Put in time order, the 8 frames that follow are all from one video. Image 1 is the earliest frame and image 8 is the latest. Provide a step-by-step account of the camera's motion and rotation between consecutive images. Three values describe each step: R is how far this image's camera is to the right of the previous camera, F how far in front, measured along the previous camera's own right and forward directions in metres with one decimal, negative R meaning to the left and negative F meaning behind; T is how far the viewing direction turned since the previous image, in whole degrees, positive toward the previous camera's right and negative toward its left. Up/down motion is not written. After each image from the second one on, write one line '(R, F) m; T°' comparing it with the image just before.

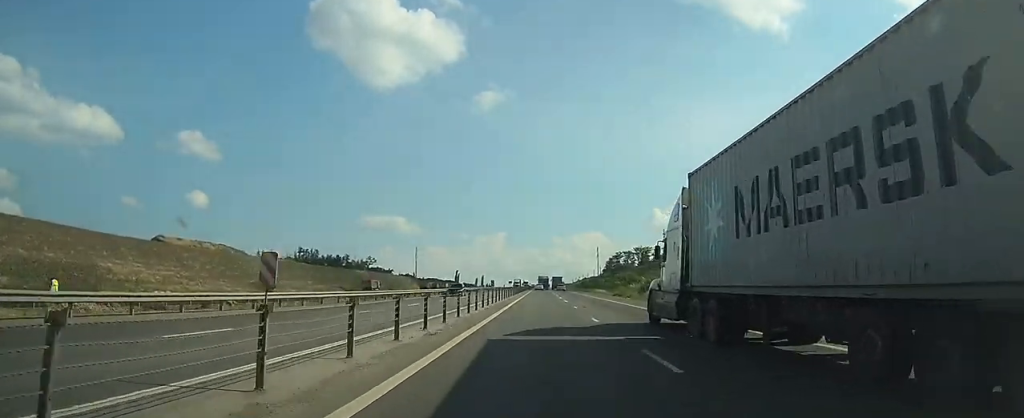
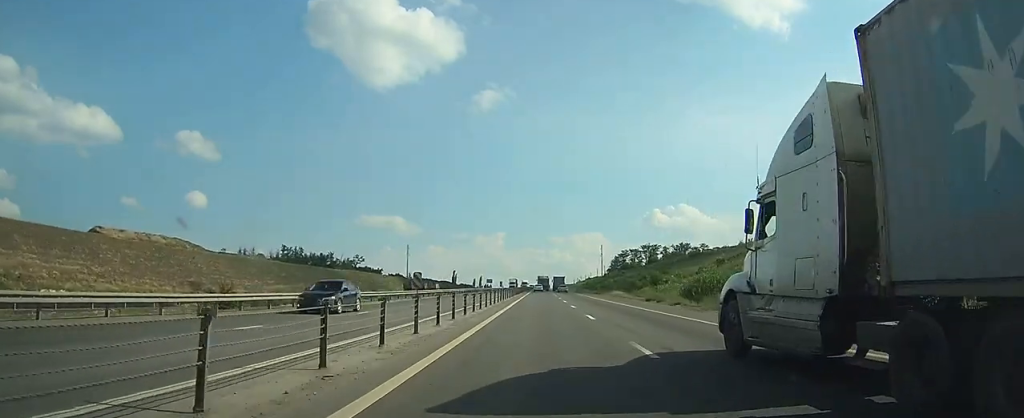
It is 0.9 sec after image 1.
(+0.1, +23.2) m; 0°
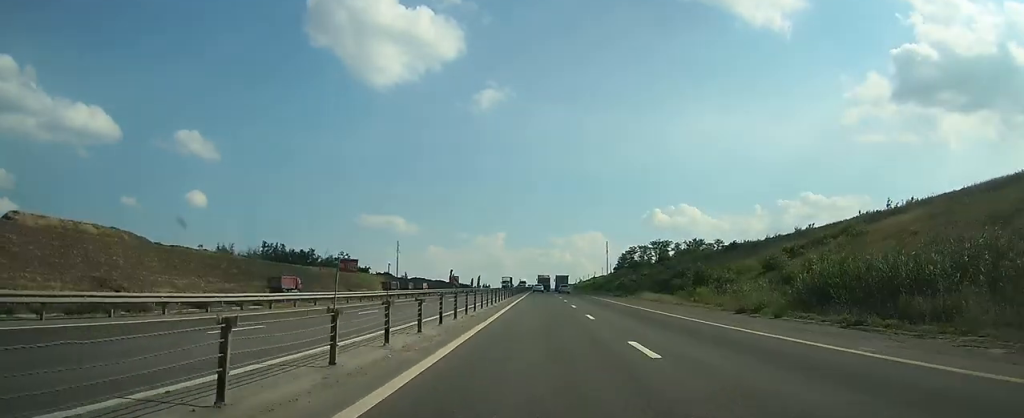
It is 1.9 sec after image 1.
(0.0, +25.2) m; 0°
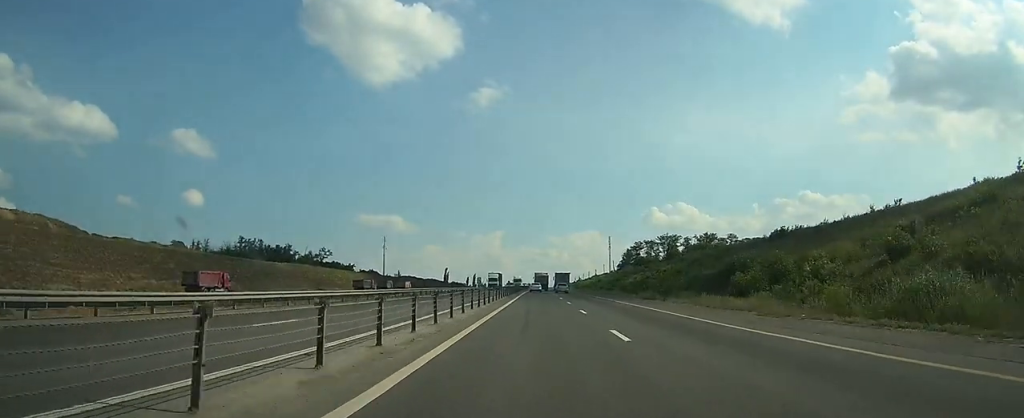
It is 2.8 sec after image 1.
(+0.1, +22.9) m; 0°
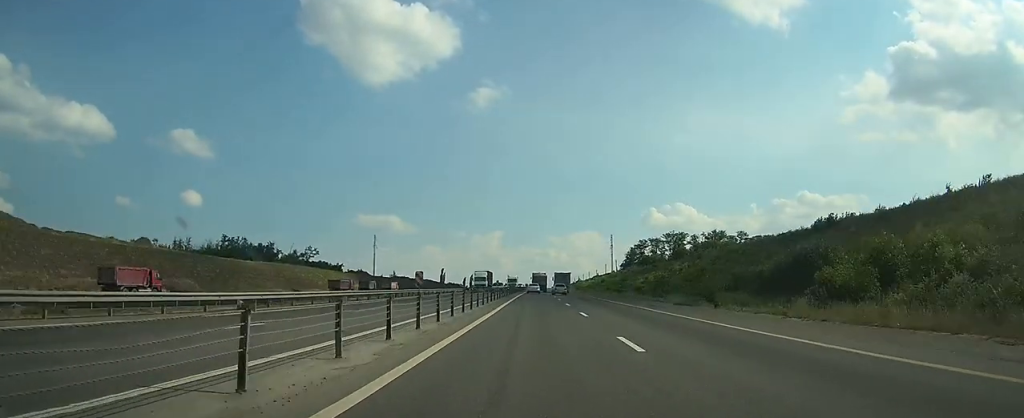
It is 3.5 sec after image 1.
(0.0, +15.0) m; 0°
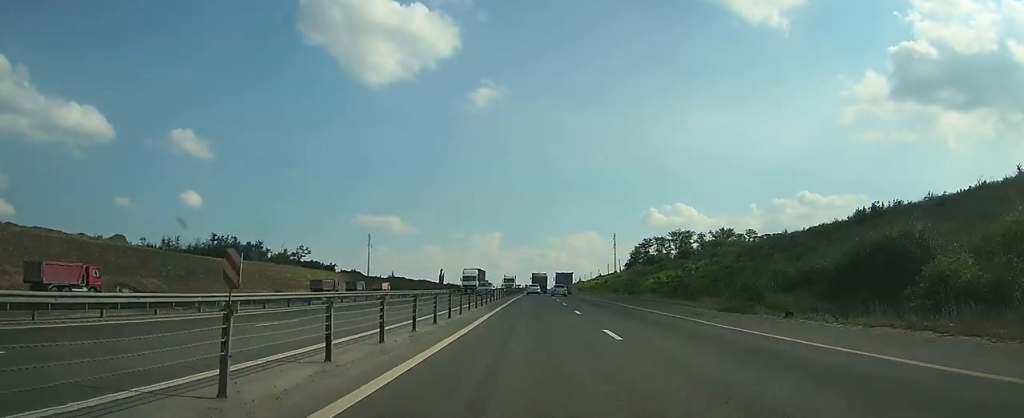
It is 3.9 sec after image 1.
(0.0, +10.2) m; 0°
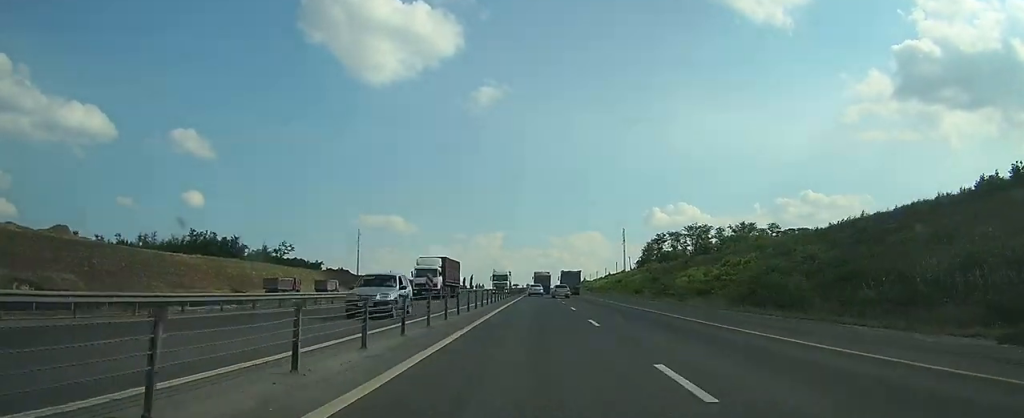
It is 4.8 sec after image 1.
(+0.1, +21.1) m; 0°
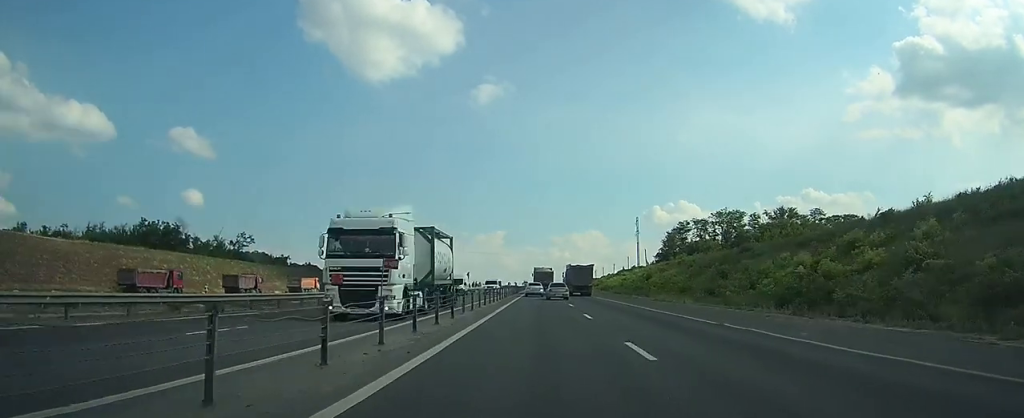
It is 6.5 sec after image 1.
(-0.1, +35.6) m; 0°
